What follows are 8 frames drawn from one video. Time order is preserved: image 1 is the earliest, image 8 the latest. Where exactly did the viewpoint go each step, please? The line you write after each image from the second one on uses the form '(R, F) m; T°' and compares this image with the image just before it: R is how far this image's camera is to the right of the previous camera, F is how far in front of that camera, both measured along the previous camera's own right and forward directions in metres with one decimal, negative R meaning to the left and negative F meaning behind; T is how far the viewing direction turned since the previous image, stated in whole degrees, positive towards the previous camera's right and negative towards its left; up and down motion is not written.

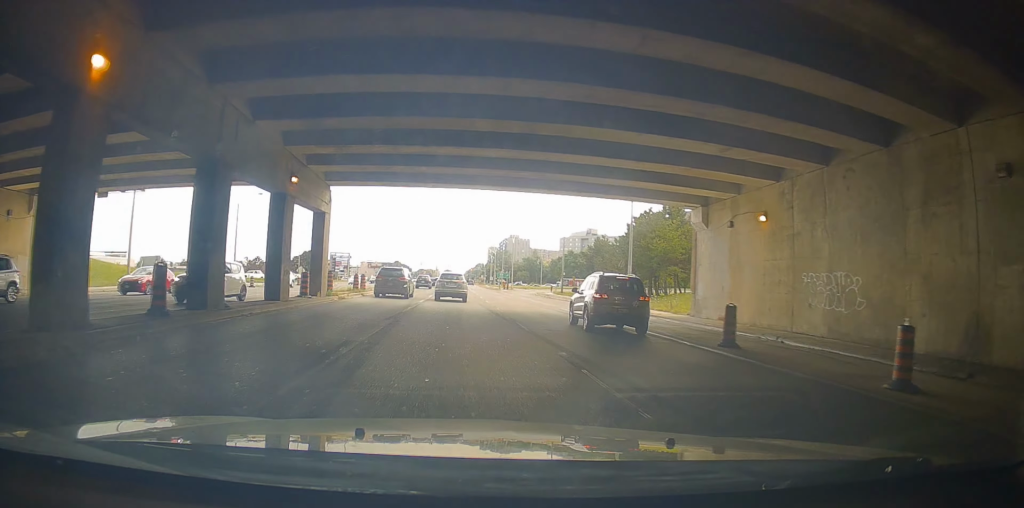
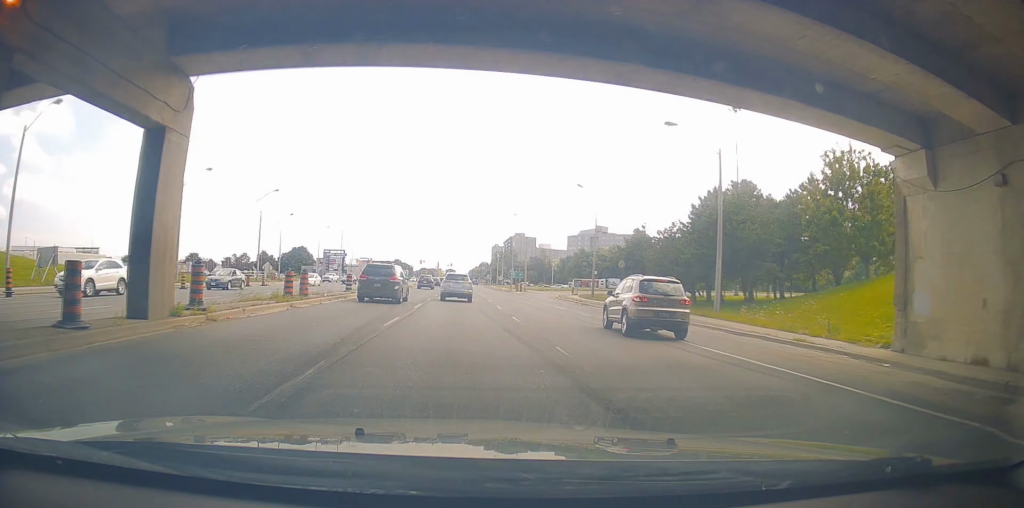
(-0.2, +14.1) m; -8°
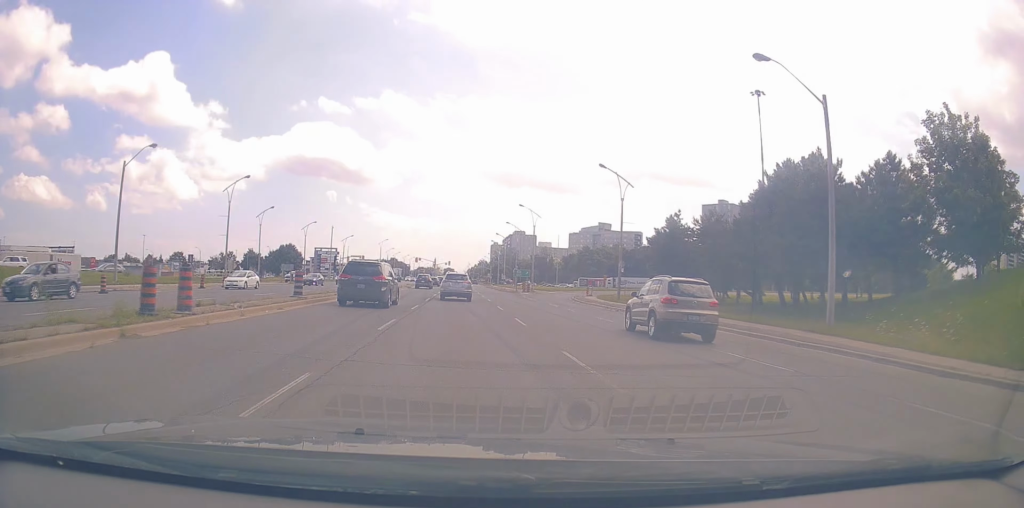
(-1.0, +8.7) m; -13°
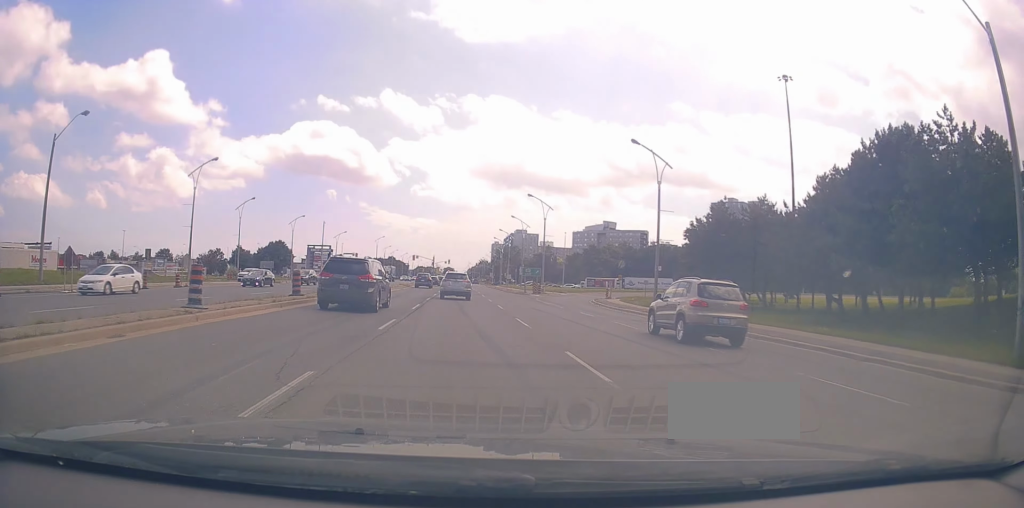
(-1.2, +8.3) m; -3°
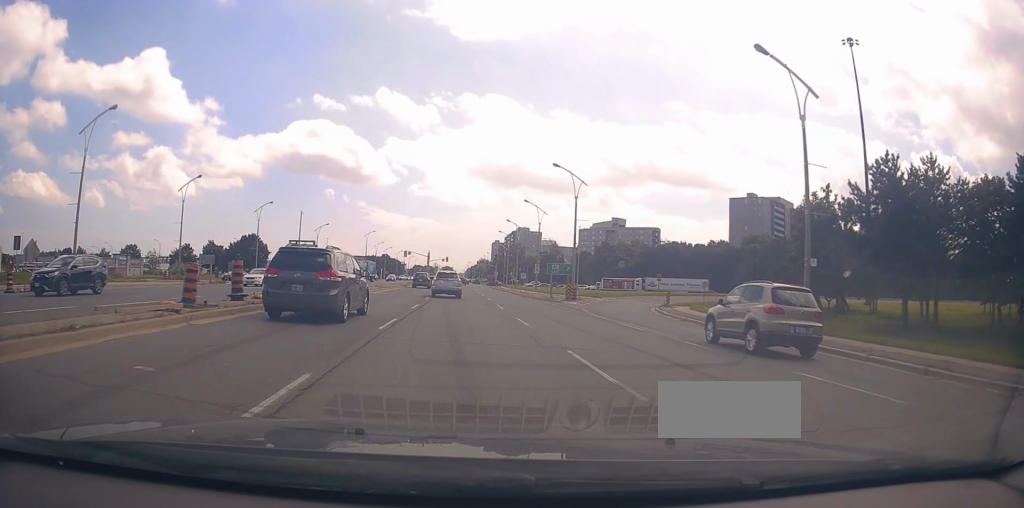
(+0.8, +17.3) m; +11°
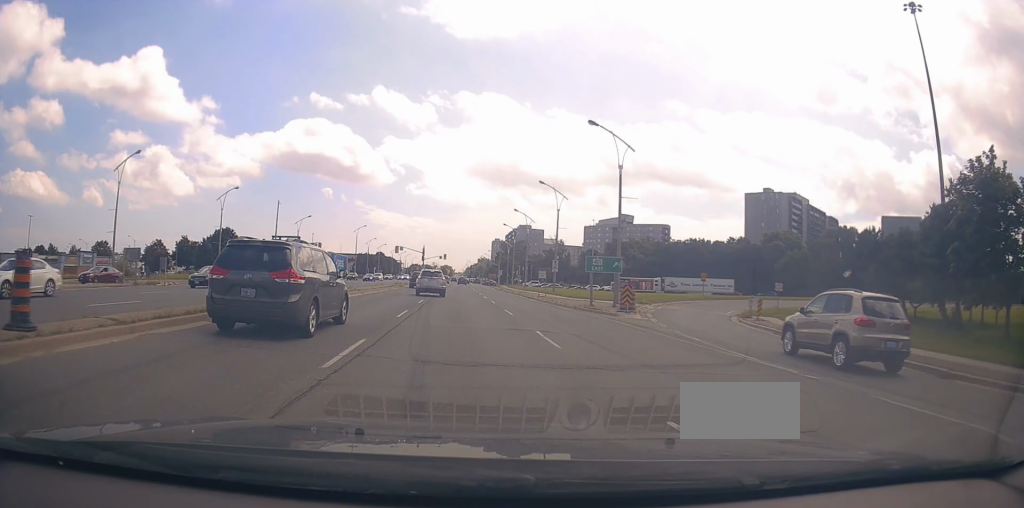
(+0.9, +12.8) m; +4°
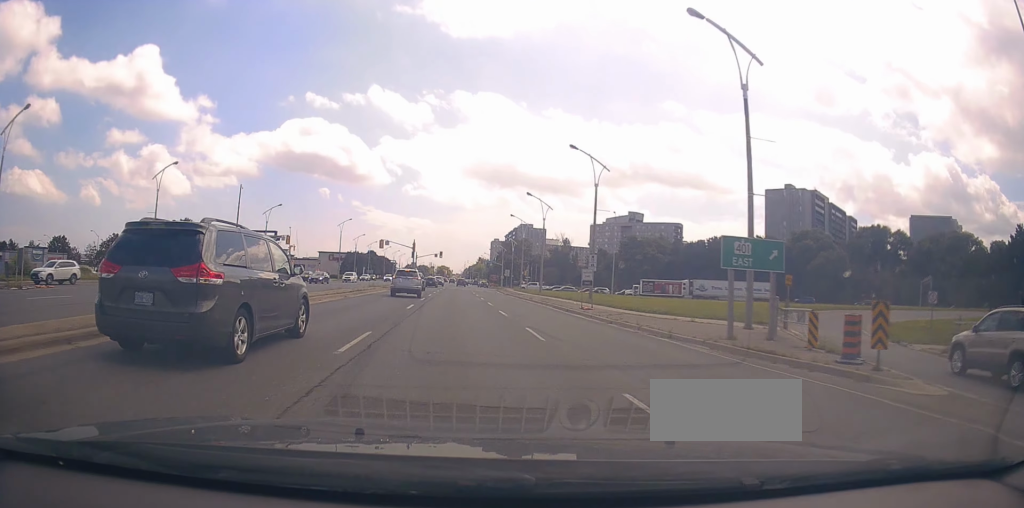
(0.0, +14.9) m; +1°
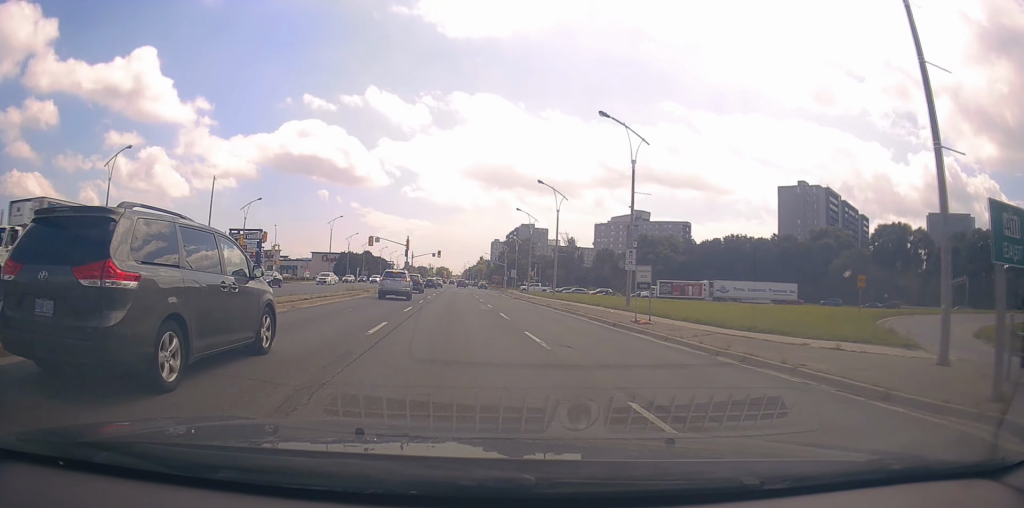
(0.0, +8.6) m; 0°
